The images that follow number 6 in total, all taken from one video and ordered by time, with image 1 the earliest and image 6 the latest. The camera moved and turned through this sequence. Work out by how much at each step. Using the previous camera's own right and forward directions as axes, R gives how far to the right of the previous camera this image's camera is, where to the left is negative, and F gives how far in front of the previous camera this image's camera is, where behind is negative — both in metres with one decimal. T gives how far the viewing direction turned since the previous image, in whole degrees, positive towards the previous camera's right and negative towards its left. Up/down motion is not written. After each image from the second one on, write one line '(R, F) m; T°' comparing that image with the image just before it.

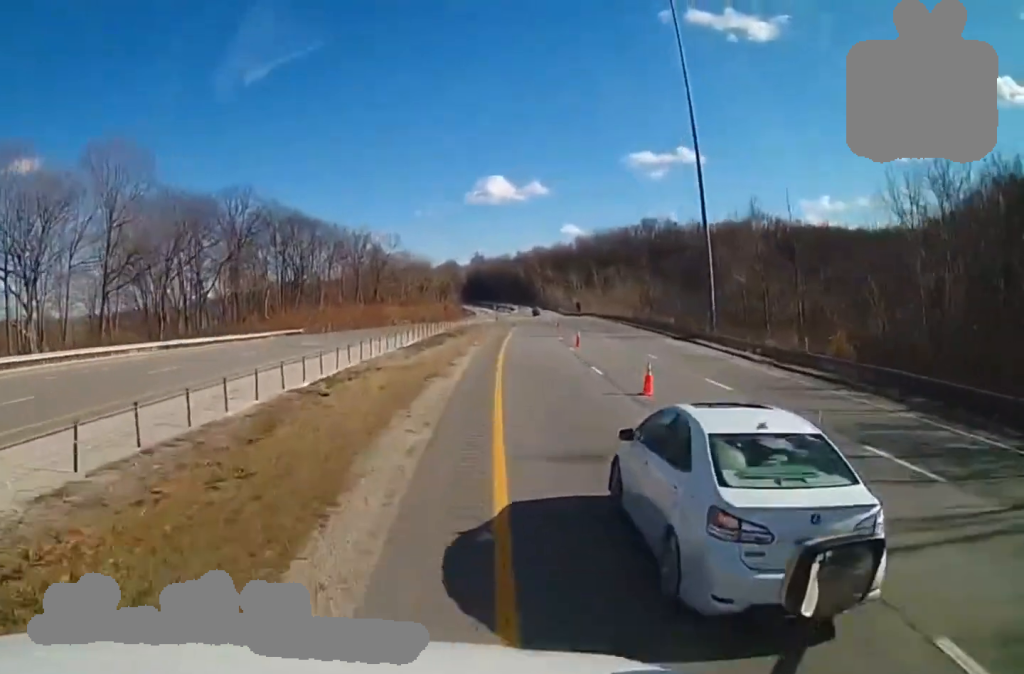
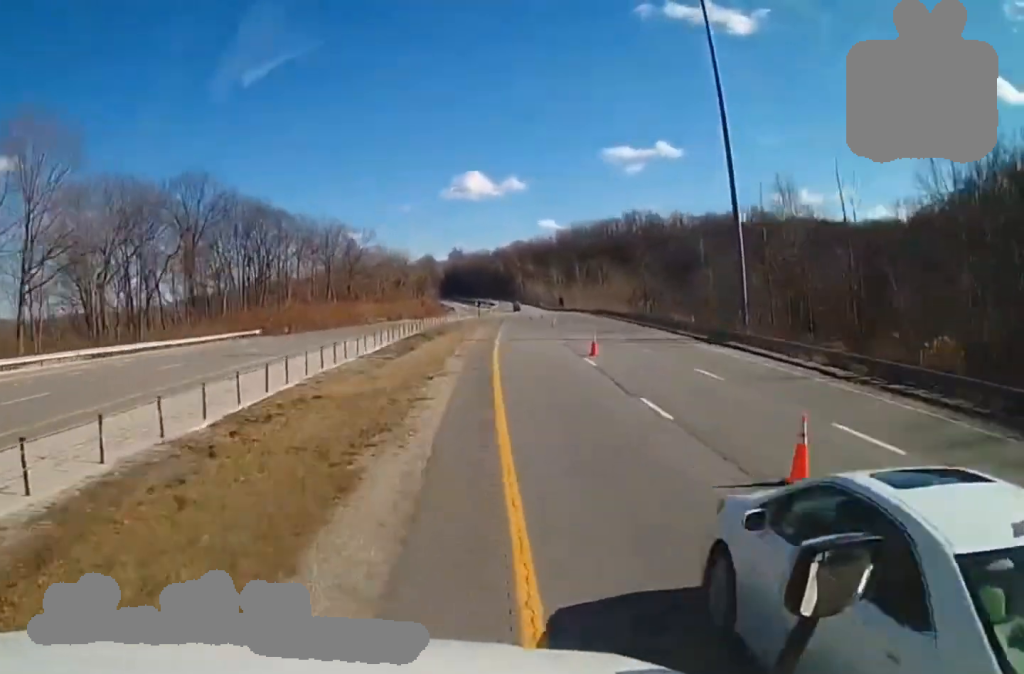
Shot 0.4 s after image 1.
(0.0, +10.9) m; +2°
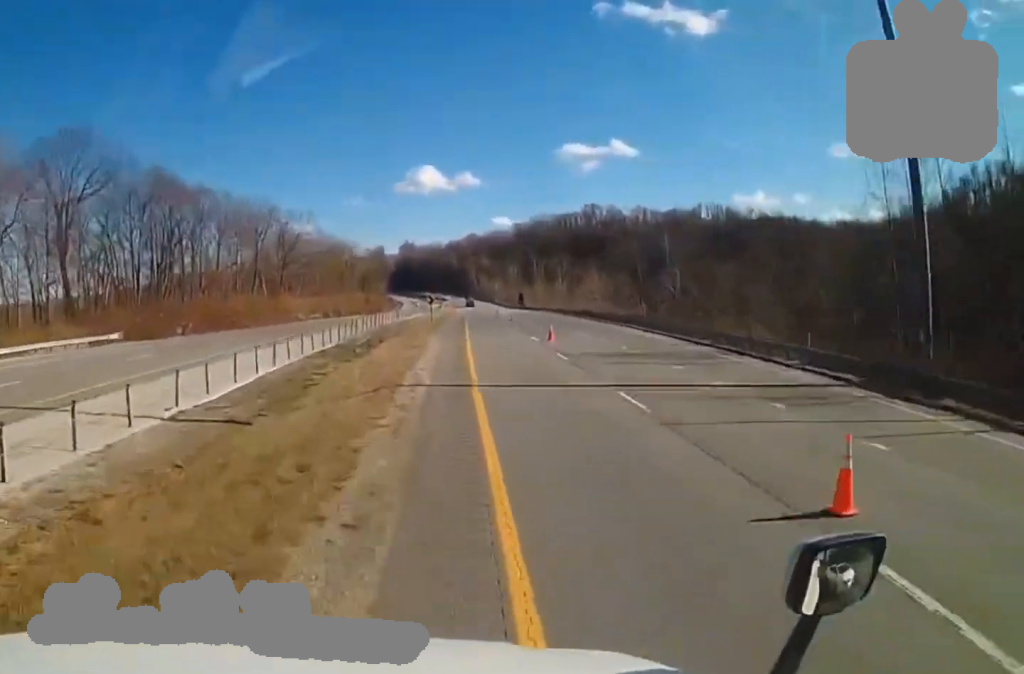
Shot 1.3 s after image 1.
(+1.1, +24.9) m; +3°
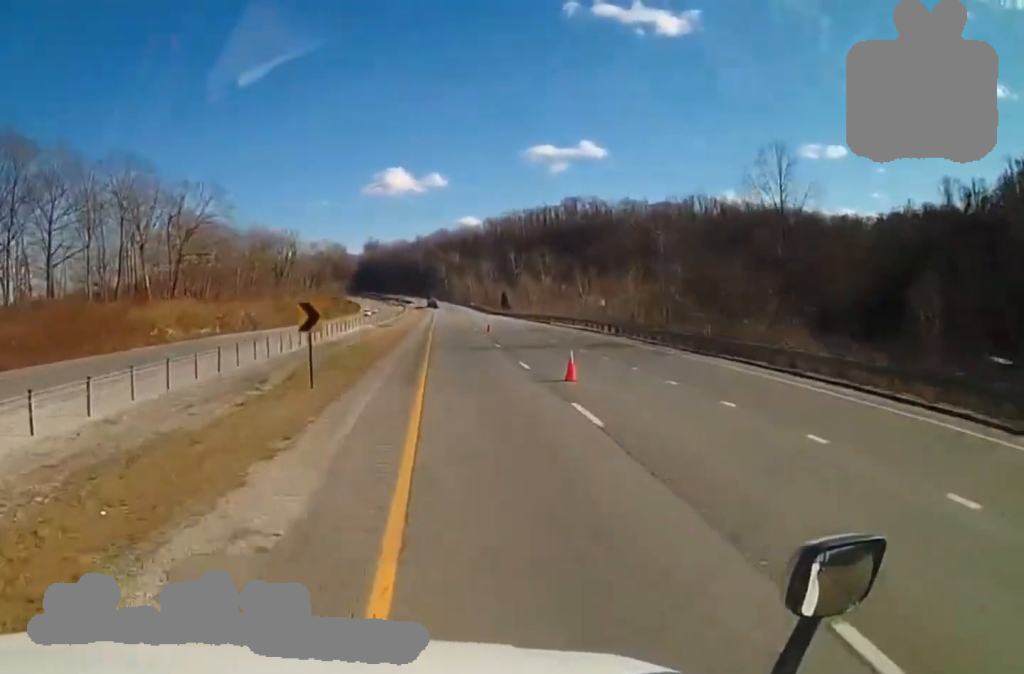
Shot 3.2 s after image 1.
(+0.7, +51.9) m; 0°
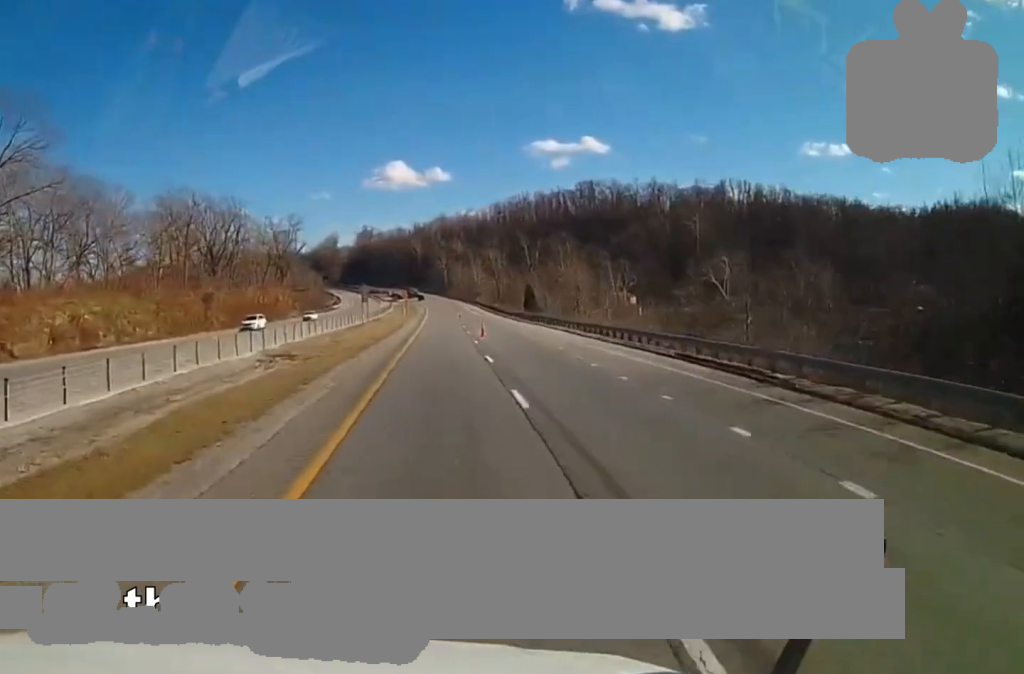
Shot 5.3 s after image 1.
(-0.2, +59.0) m; 0°
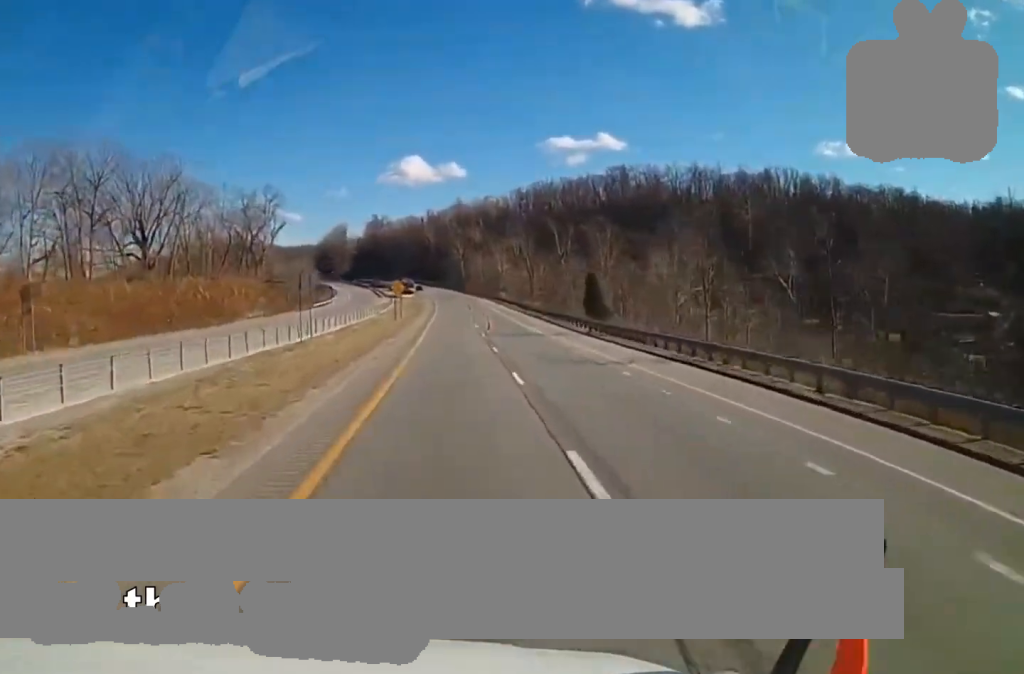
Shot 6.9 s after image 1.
(0.0, +43.7) m; -1°
